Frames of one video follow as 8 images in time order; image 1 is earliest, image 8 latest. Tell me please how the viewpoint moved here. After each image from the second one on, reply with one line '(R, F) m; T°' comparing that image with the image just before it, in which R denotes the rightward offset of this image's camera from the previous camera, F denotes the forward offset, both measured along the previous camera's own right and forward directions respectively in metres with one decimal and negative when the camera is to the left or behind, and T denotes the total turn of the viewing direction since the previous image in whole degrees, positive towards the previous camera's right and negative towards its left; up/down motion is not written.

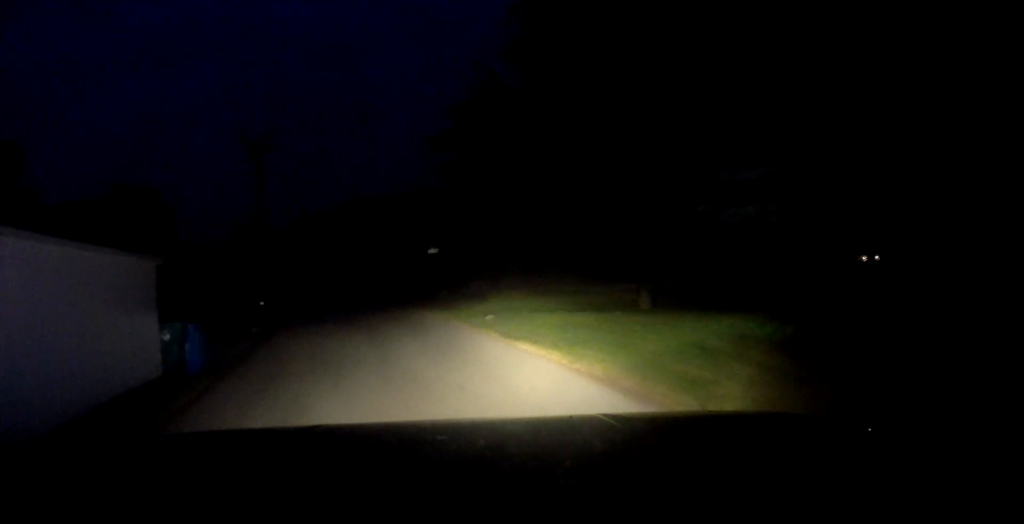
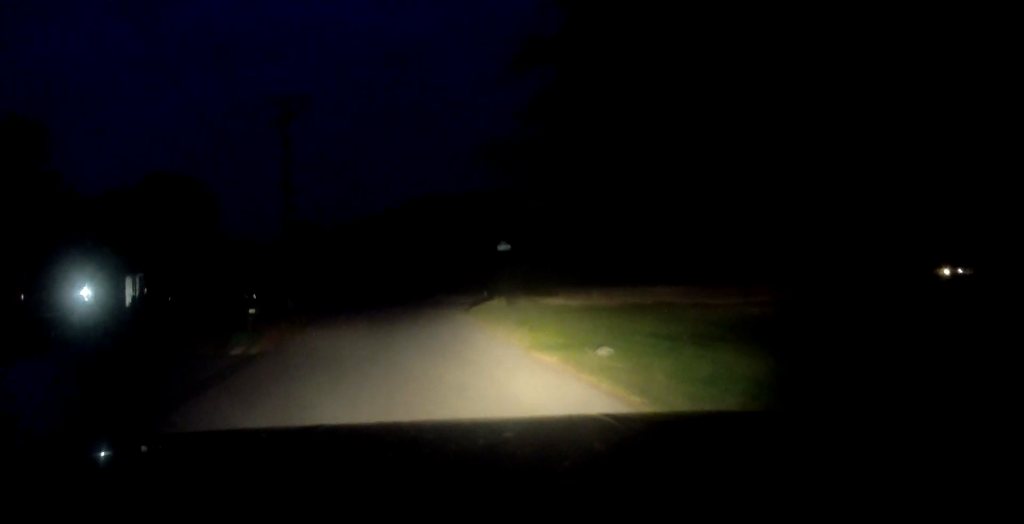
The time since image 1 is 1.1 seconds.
(+0.3, +8.0) m; -4°
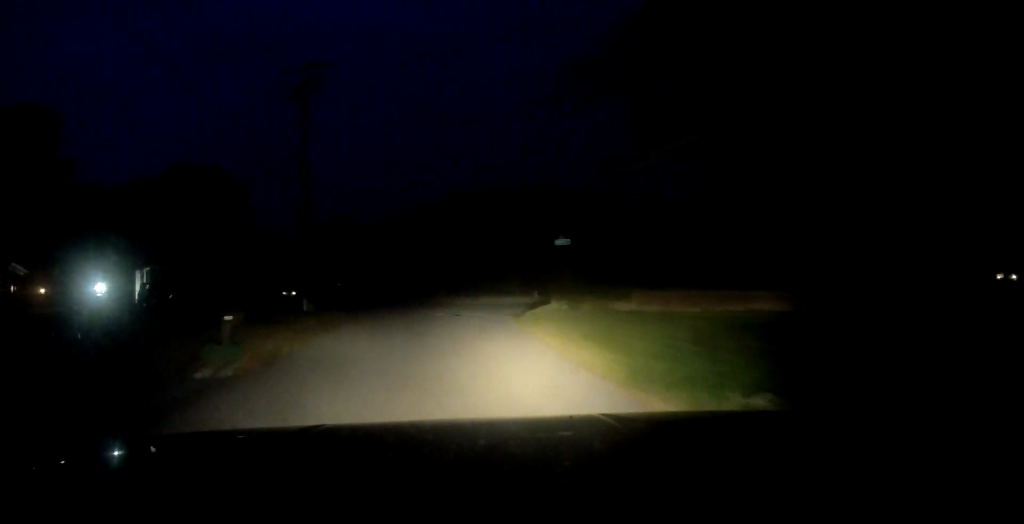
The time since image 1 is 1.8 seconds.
(-0.2, +4.7) m; -7°
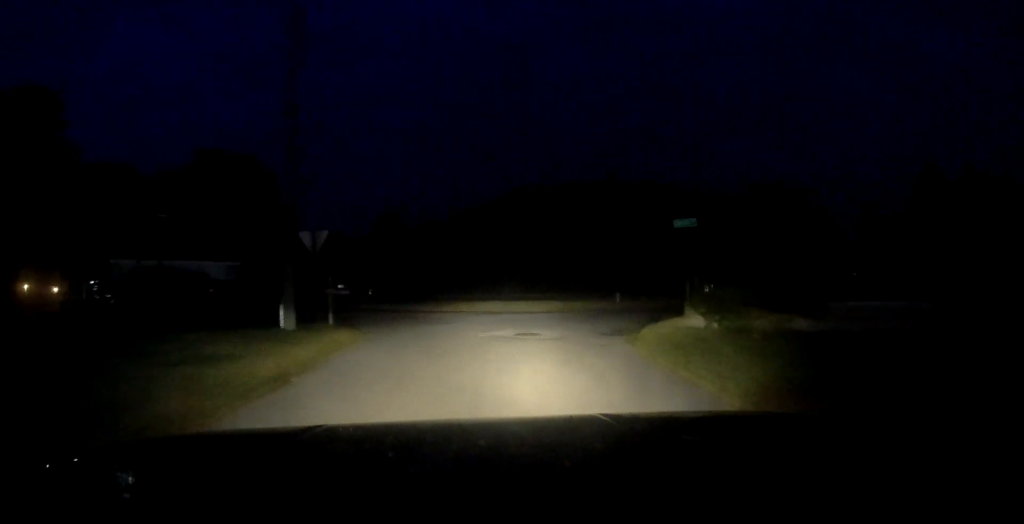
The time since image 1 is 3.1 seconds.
(-1.3, +9.3) m; -7°
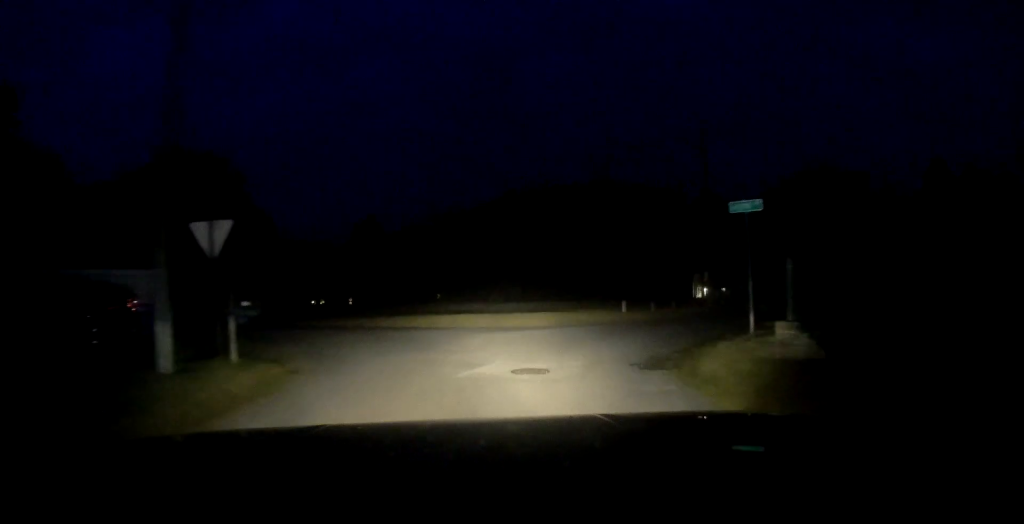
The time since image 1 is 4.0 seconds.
(+0.1, +5.4) m; +3°
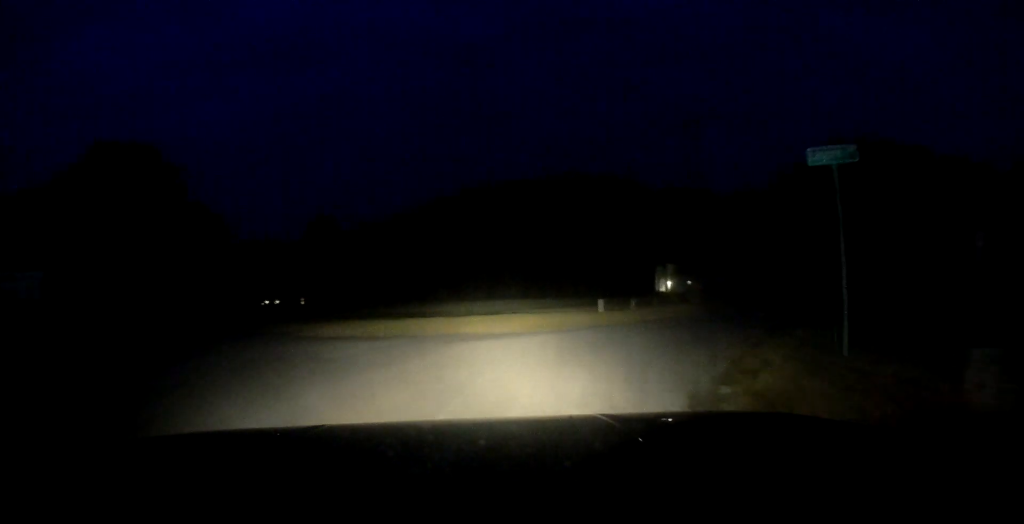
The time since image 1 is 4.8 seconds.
(+0.2, +5.2) m; +6°
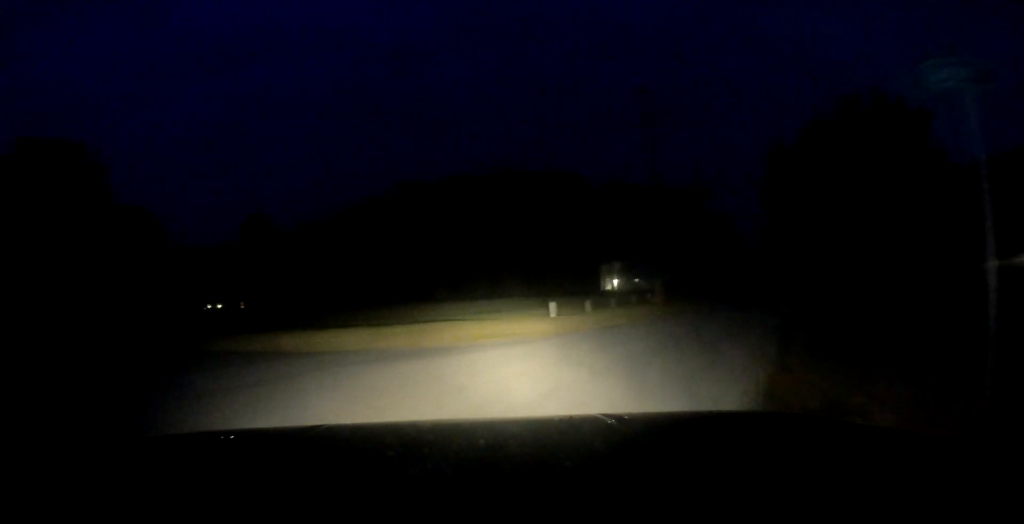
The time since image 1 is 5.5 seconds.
(-0.1, +4.0) m; +6°
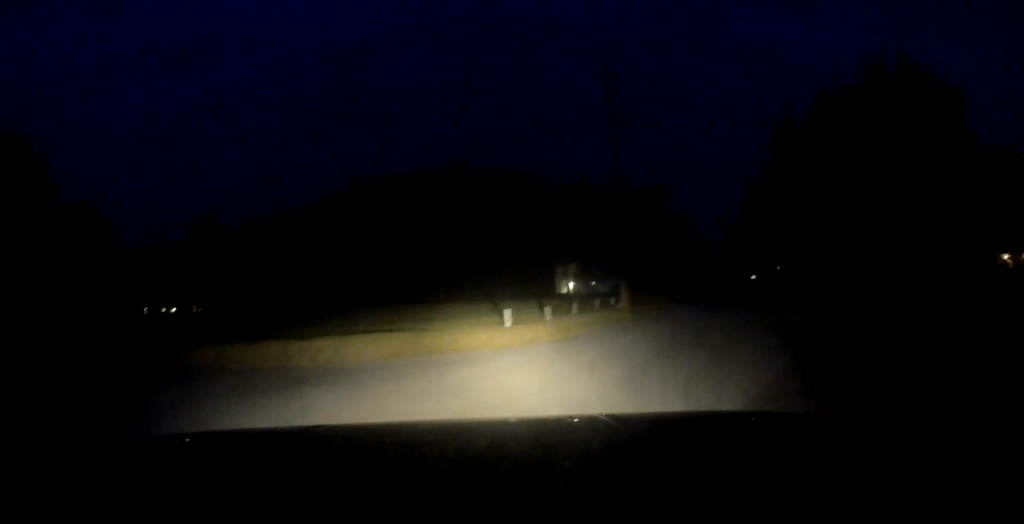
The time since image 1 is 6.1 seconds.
(+0.4, +3.1) m; +7°
